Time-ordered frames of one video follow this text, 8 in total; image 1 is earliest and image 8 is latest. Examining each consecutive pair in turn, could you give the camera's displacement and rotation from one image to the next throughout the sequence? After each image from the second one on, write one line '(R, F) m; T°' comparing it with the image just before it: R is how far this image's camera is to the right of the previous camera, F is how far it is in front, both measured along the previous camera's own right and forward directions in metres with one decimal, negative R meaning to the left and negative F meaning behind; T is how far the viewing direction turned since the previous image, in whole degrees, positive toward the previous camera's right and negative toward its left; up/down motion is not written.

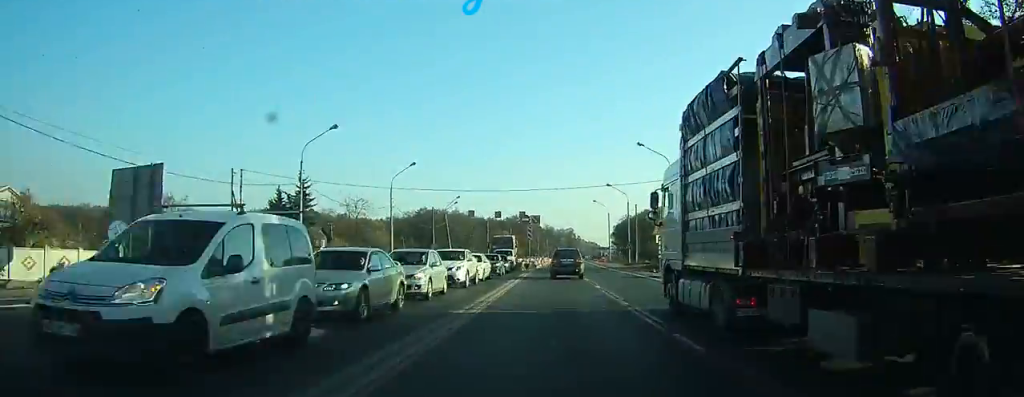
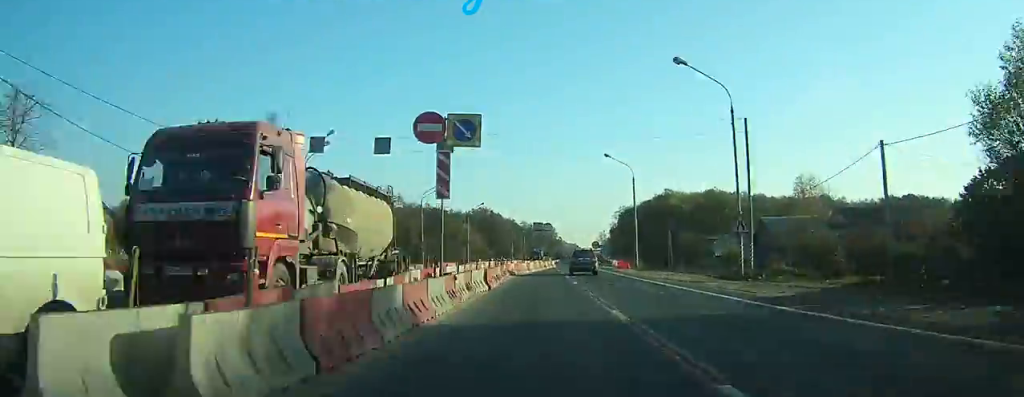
(0.0, +51.6) m; +1°
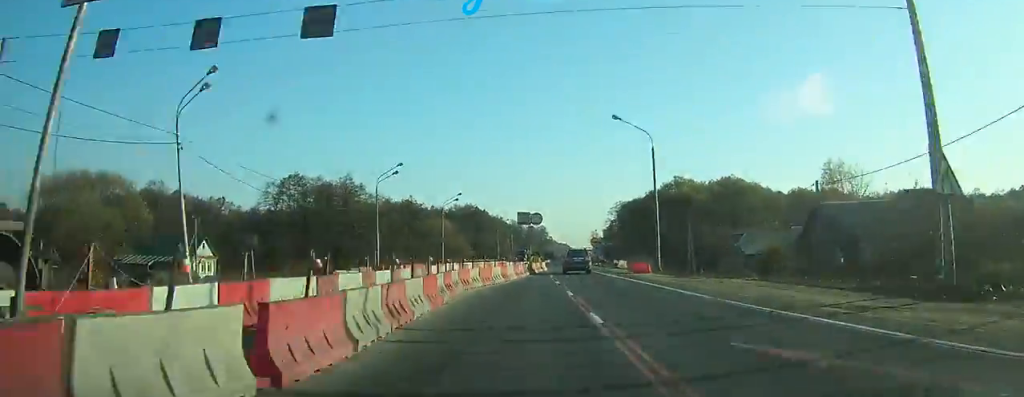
(+0.1, +16.5) m; +1°
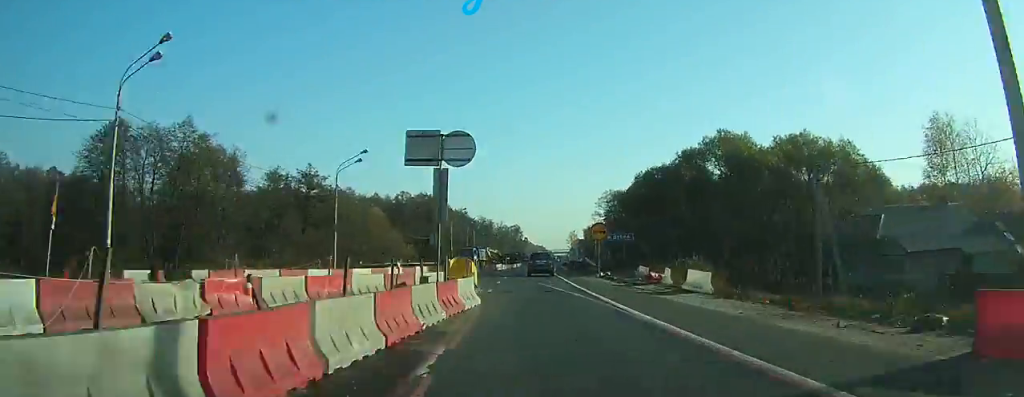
(+0.6, +36.9) m; +1°
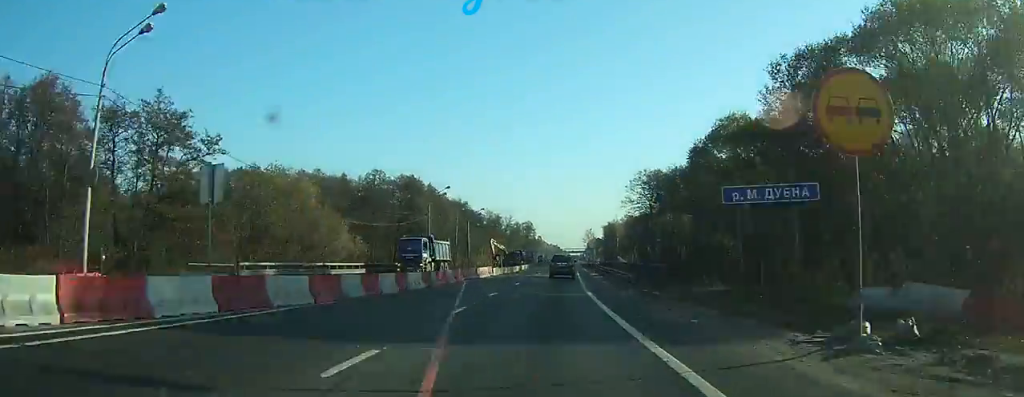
(+0.3, +32.4) m; +1°
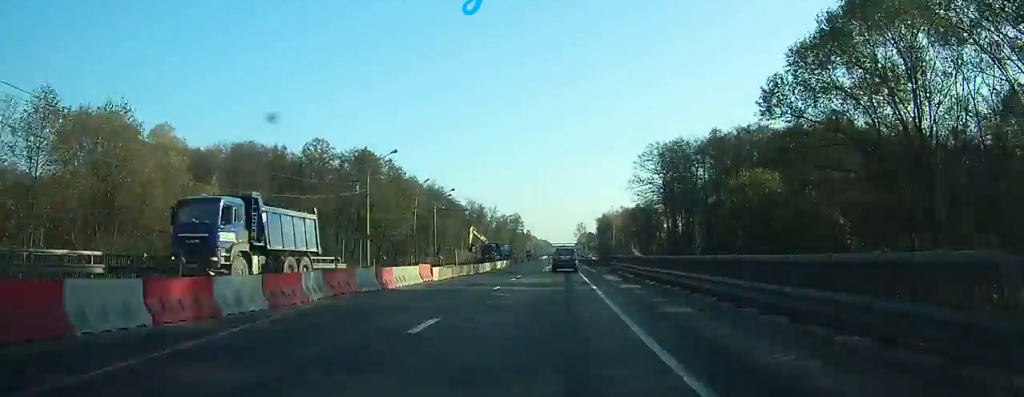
(-0.1, +22.9) m; 0°
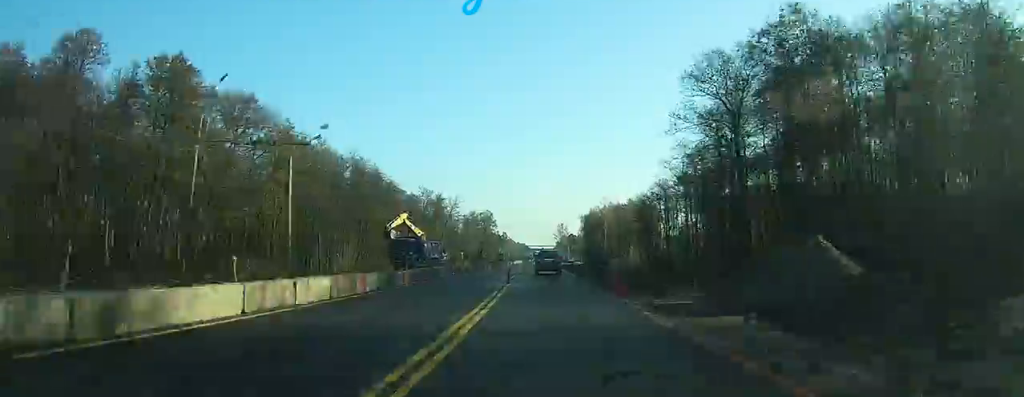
(+0.7, +43.4) m; +2°
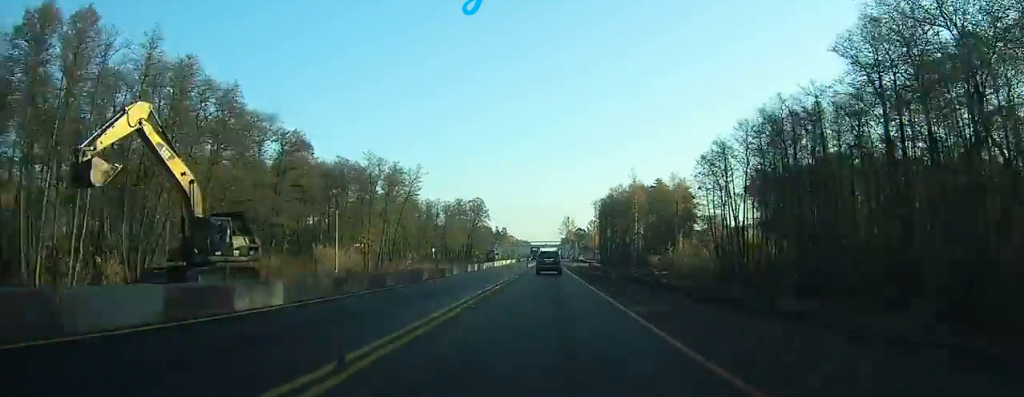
(+0.7, +52.2) m; +1°
